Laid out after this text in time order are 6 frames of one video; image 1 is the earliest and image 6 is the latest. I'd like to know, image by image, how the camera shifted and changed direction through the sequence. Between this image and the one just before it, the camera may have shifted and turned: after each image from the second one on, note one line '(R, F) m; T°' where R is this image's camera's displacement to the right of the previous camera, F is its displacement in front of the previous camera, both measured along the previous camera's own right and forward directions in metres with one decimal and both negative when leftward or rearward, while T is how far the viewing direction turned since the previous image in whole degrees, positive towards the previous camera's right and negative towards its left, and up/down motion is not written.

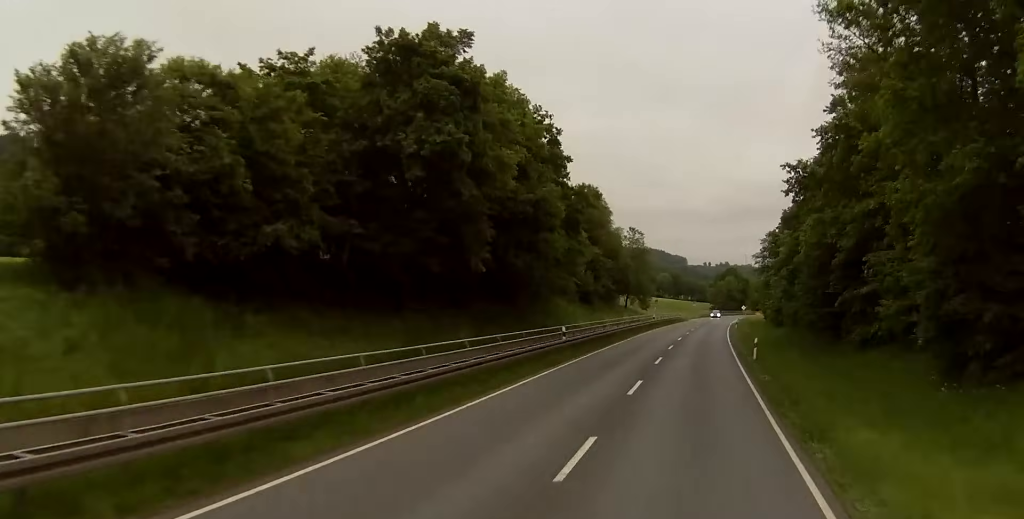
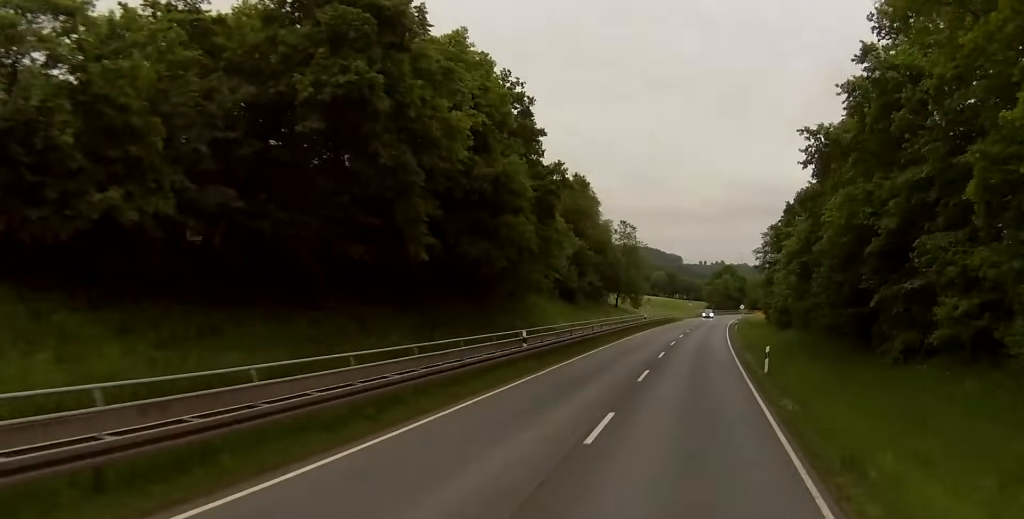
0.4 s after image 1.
(-0.2, +8.3) m; 0°
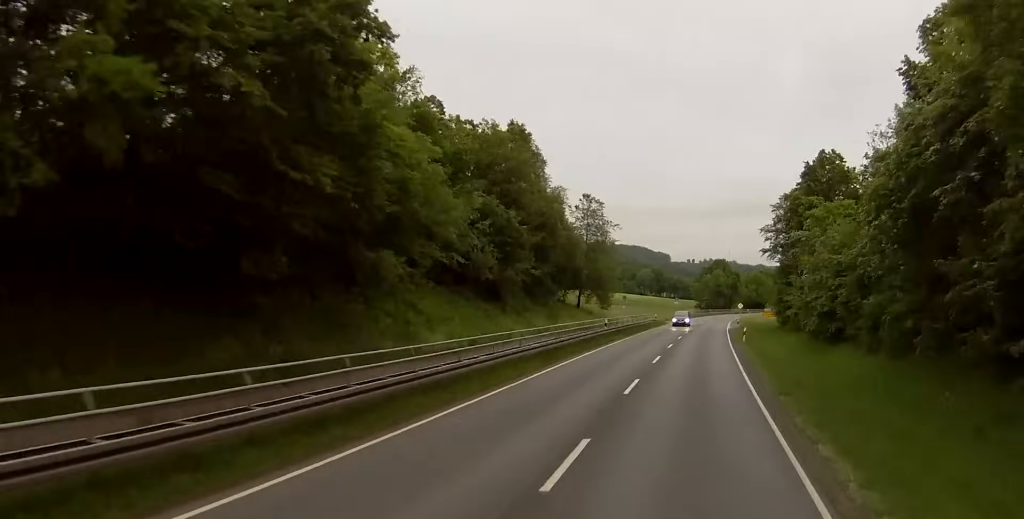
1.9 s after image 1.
(+0.1, +27.6) m; +1°
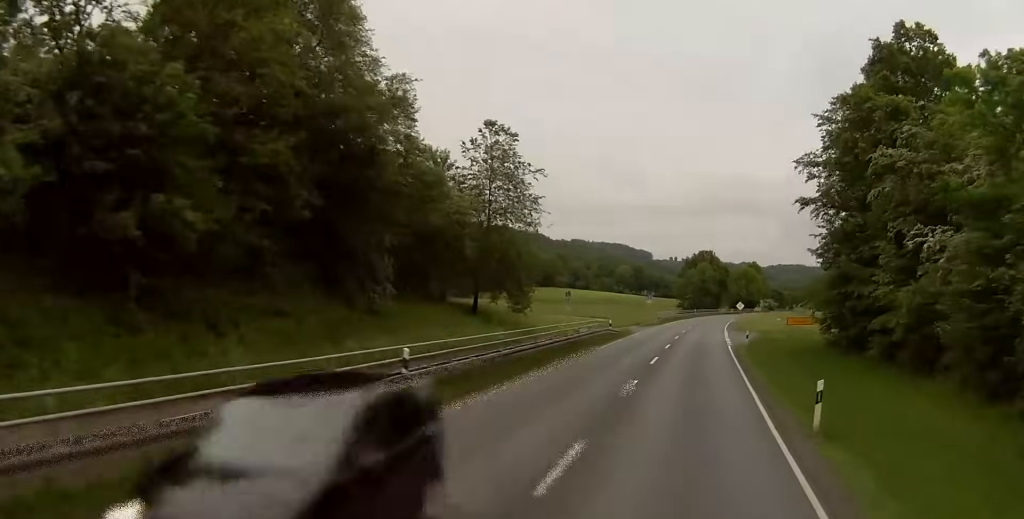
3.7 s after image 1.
(+0.6, +37.6) m; +2°
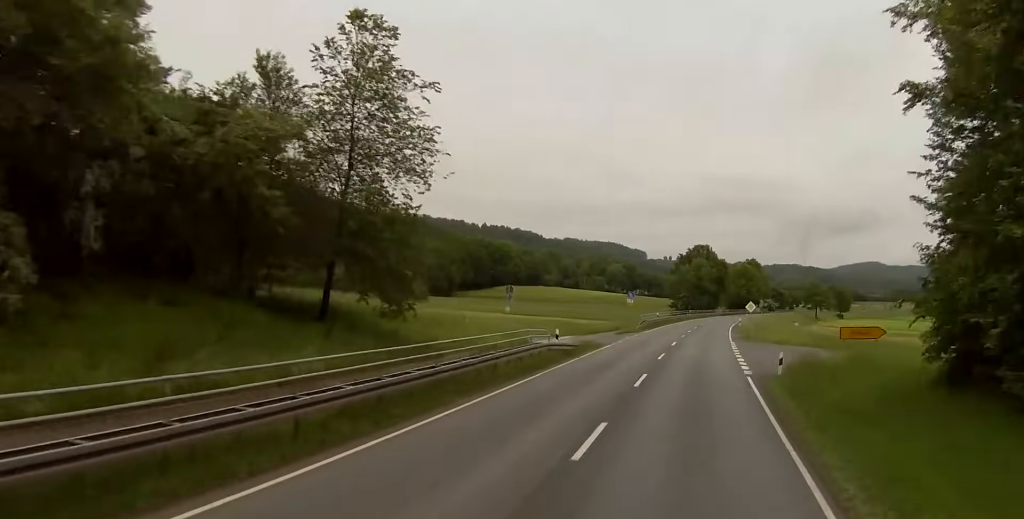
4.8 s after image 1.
(+0.1, +23.8) m; 0°
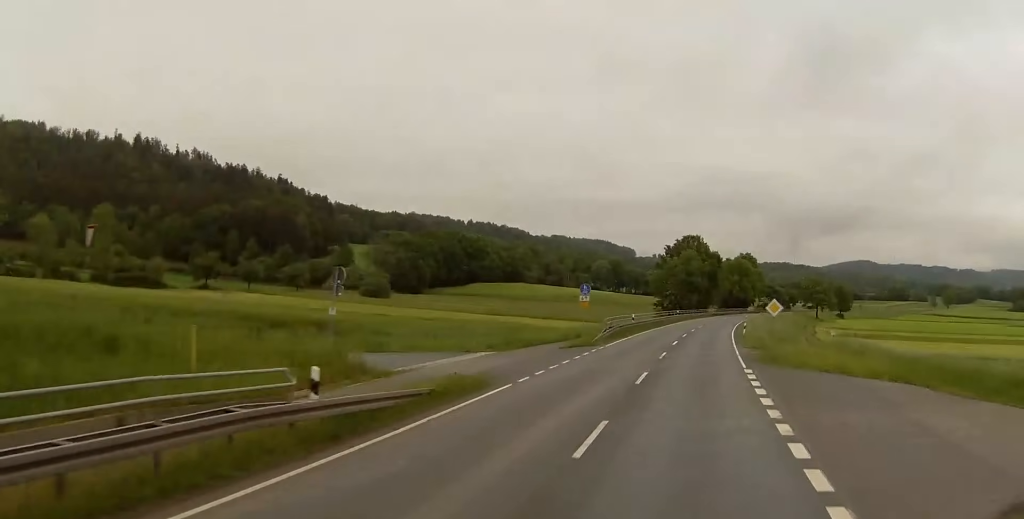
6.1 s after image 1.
(0.0, +29.0) m; +1°
